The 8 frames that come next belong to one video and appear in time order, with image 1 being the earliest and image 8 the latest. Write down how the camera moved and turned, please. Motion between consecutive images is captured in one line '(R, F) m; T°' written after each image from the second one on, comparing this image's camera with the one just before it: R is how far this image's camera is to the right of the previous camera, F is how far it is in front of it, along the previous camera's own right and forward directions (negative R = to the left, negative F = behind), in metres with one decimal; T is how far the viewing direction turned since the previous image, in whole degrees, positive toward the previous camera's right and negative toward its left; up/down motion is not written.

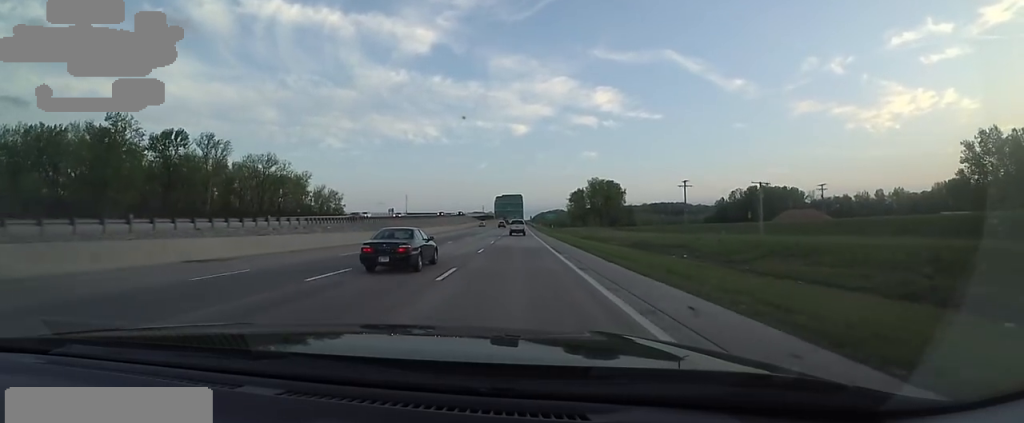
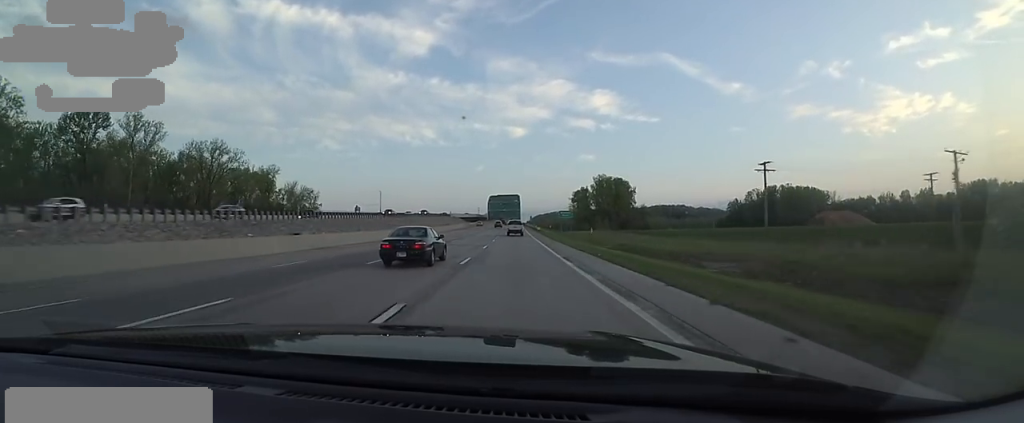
(+0.6, +32.3) m; 0°
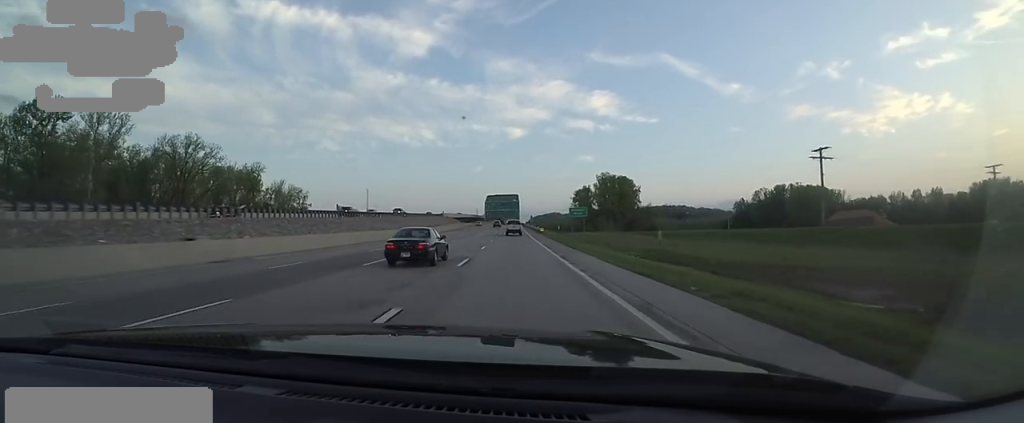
(-0.2, +12.8) m; -1°
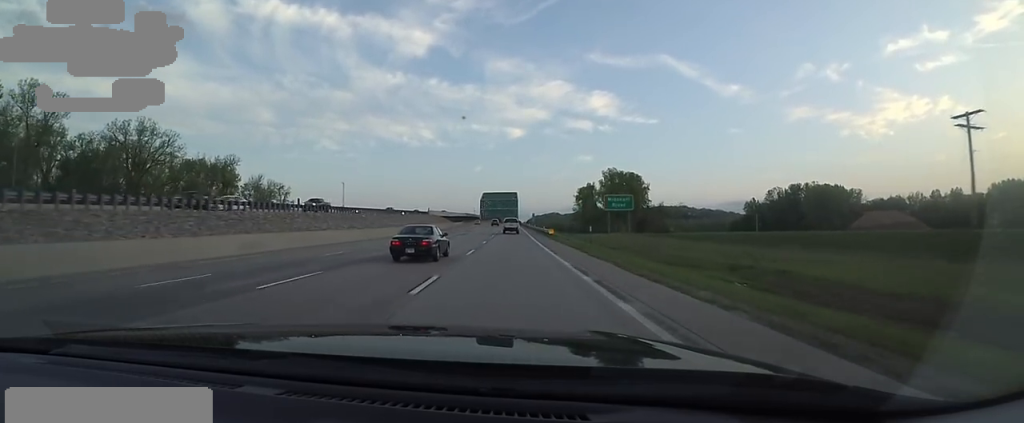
(-0.2, +19.7) m; -1°
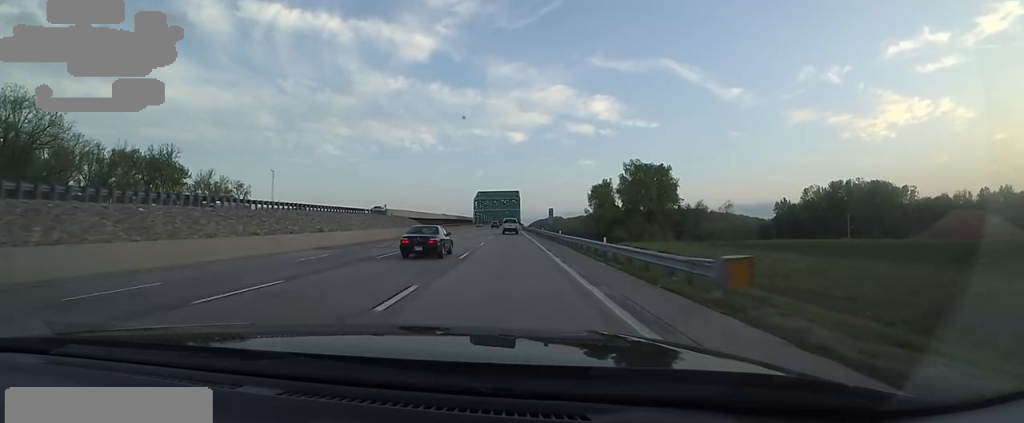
(-0.2, +40.2) m; +1°
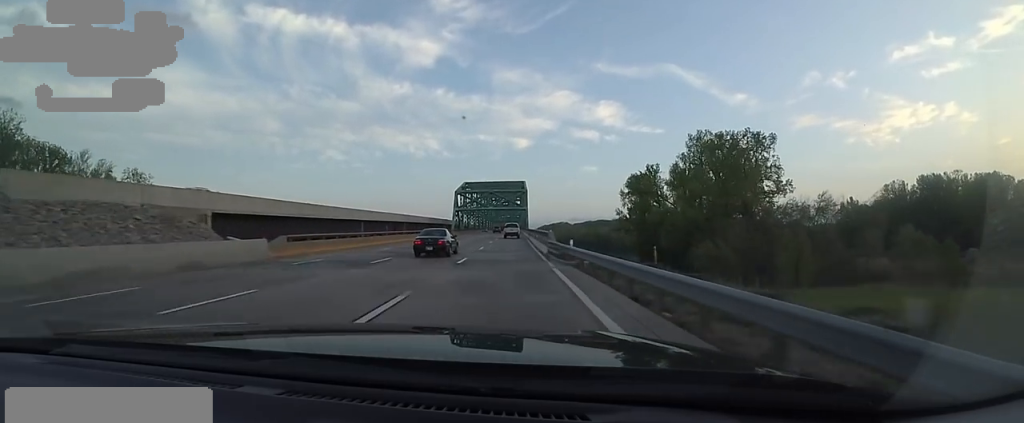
(+0.7, +61.7) m; +1°
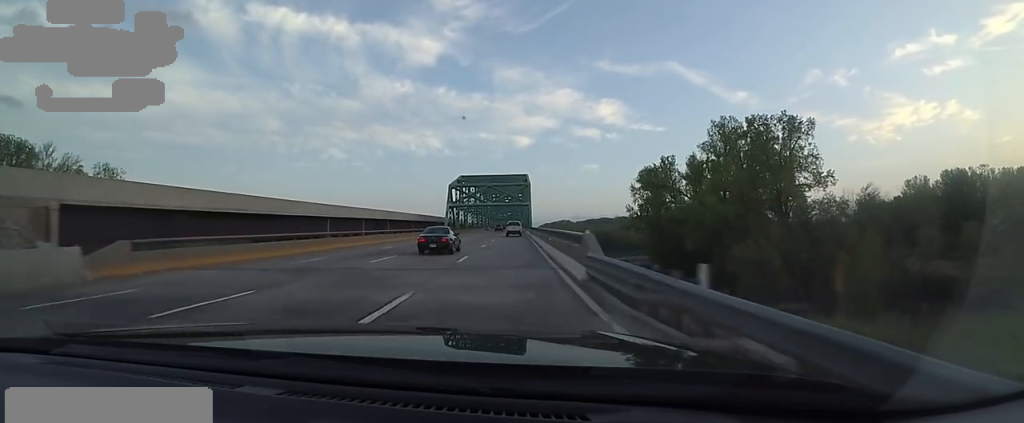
(-0.1, +12.2) m; 0°
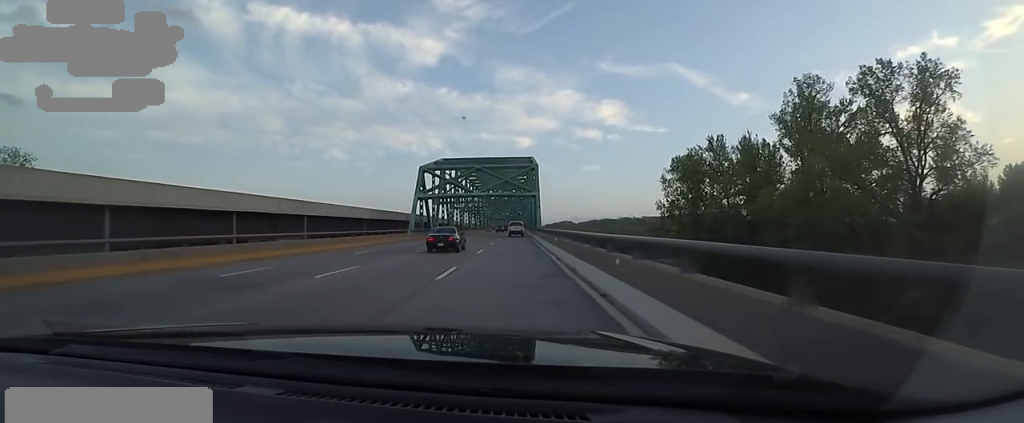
(+0.4, +29.9) m; 0°
